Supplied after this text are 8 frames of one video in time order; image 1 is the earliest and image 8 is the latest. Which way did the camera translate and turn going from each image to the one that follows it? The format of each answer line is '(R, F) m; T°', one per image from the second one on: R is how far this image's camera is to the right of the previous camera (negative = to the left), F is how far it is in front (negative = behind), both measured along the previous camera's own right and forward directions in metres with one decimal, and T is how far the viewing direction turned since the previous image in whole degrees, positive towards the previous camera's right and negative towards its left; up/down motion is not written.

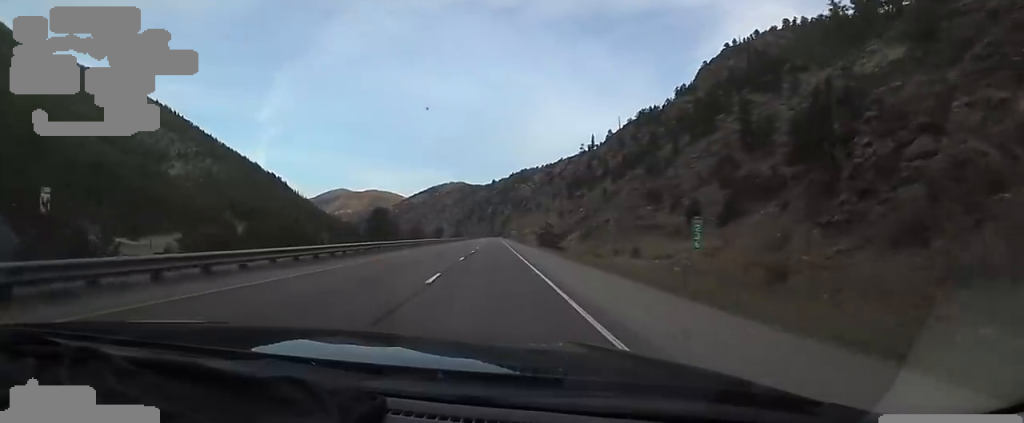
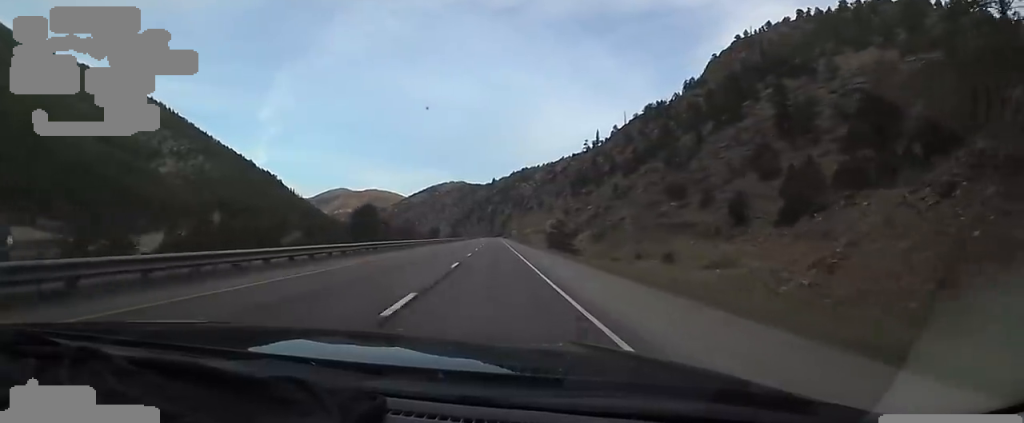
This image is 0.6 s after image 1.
(-0.2, +17.6) m; +1°
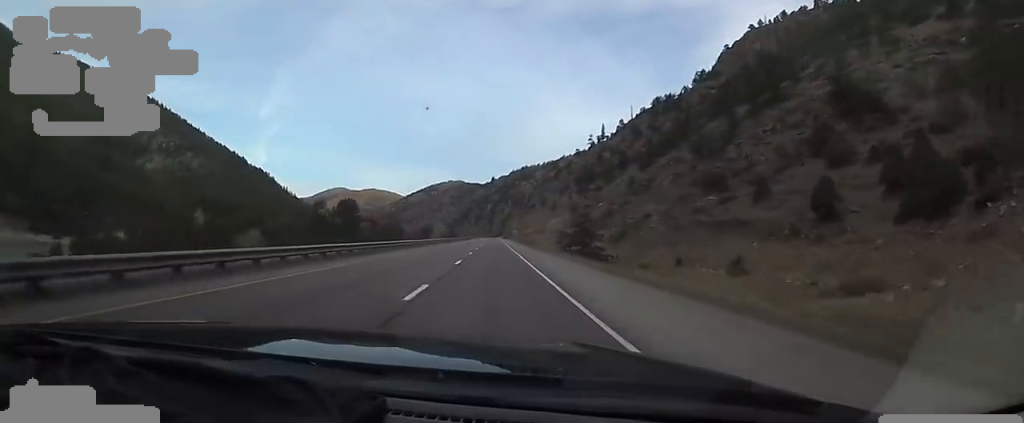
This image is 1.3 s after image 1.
(+1.2, +21.7) m; +2°
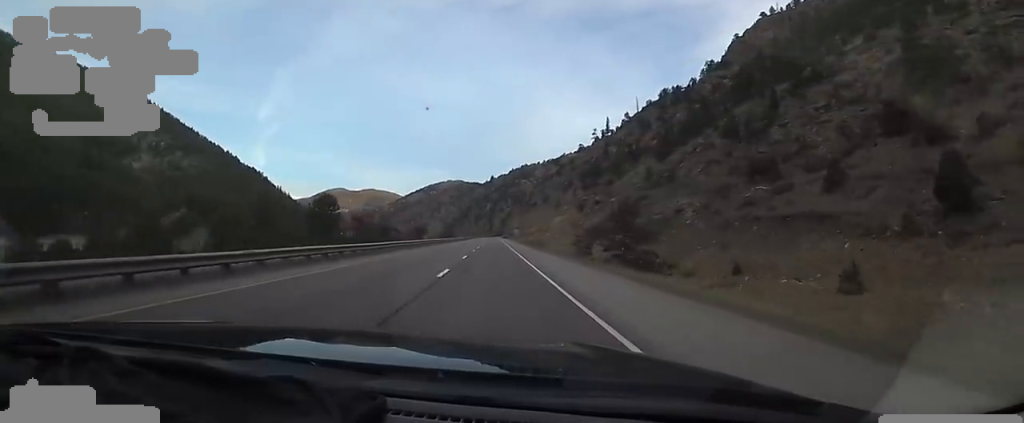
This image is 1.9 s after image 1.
(-0.2, +18.7) m; 0°
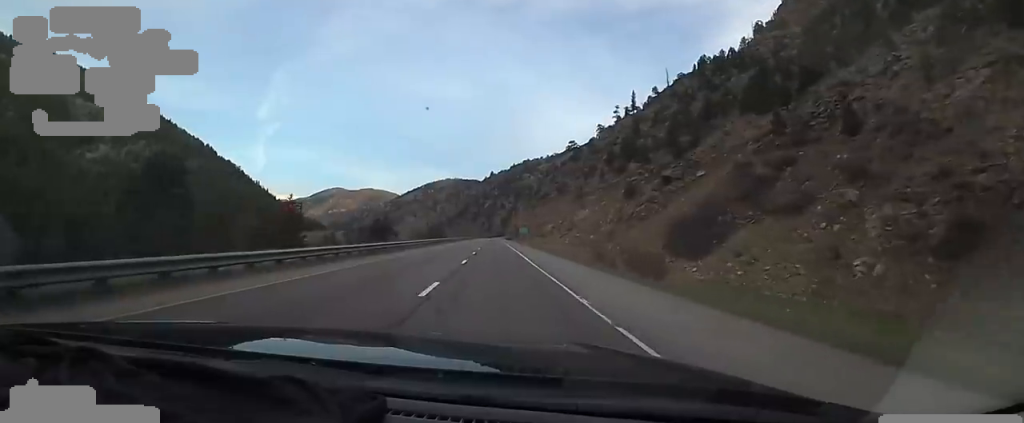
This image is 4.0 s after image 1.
(-0.7, +65.7) m; -1°
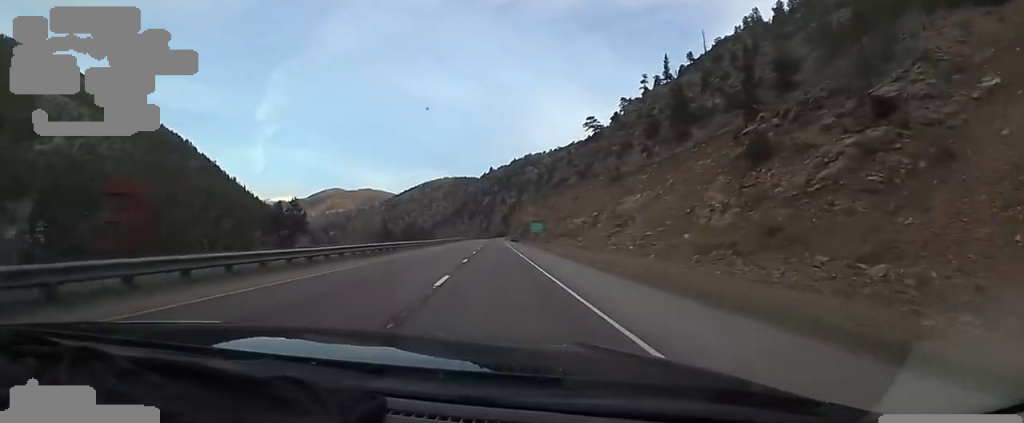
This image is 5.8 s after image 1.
(-0.5, +57.9) m; 0°
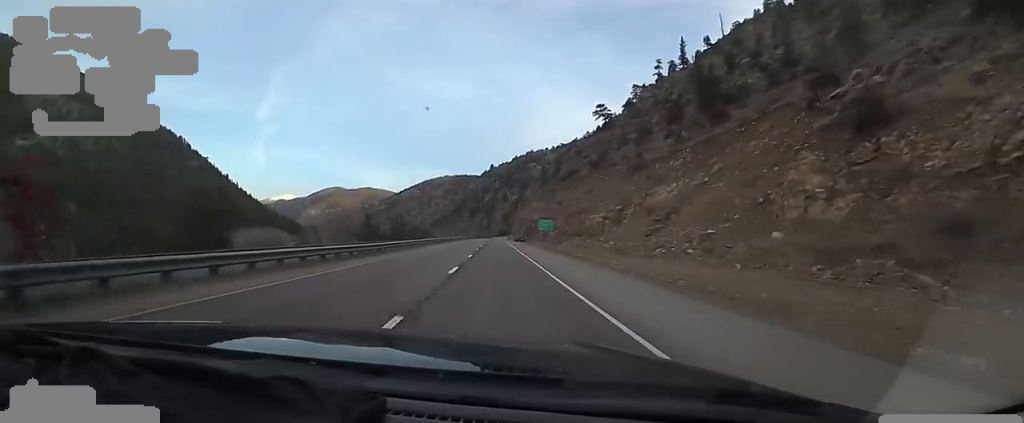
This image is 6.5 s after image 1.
(+0.2, +19.8) m; +1°
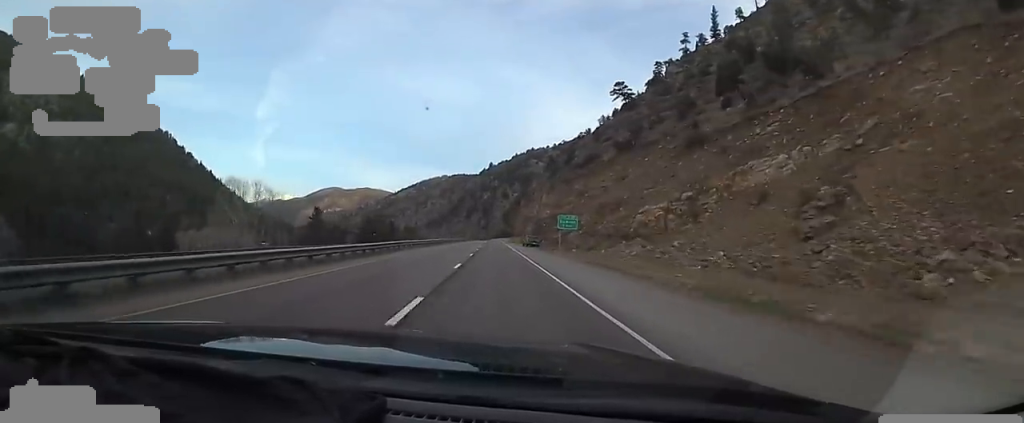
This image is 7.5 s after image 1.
(0.0, +33.7) m; 0°
